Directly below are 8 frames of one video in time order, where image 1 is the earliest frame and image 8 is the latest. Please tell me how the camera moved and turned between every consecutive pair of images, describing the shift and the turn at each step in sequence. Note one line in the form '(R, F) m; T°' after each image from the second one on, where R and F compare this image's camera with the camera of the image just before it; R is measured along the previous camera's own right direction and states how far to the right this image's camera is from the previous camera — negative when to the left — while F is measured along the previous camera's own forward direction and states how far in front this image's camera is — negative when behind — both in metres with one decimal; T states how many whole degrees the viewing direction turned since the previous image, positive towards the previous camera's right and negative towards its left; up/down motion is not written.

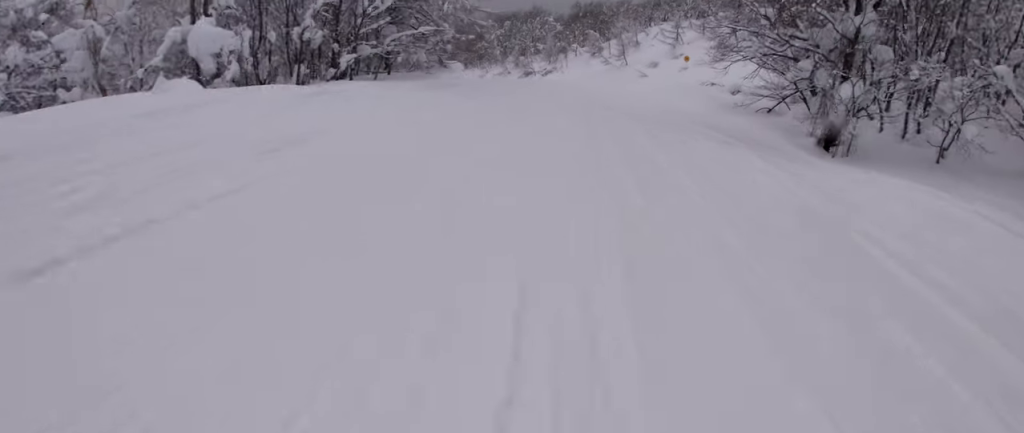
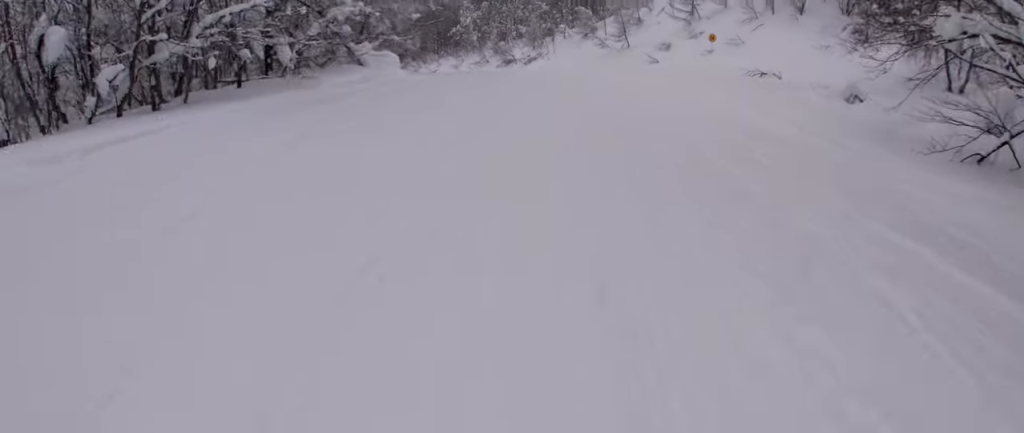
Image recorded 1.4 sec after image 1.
(+0.7, +12.7) m; +5°
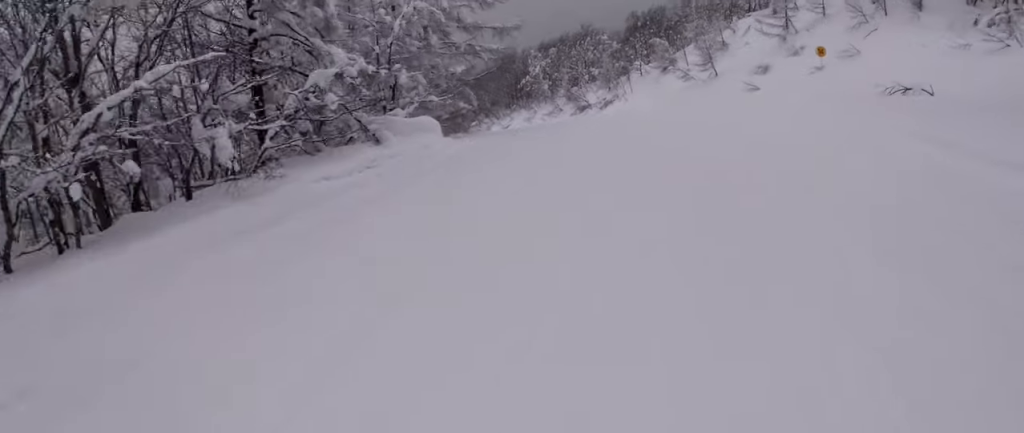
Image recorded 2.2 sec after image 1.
(+0.4, +6.5) m; -3°
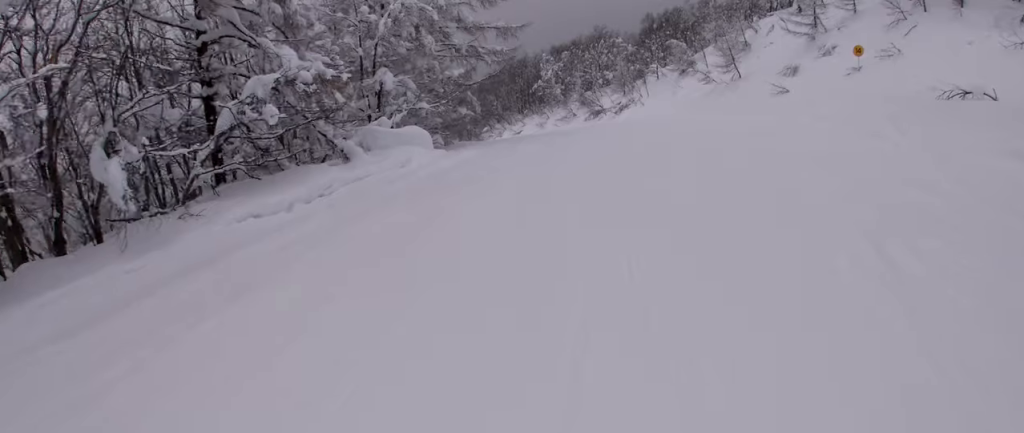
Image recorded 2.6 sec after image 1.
(-0.4, +2.9) m; -4°
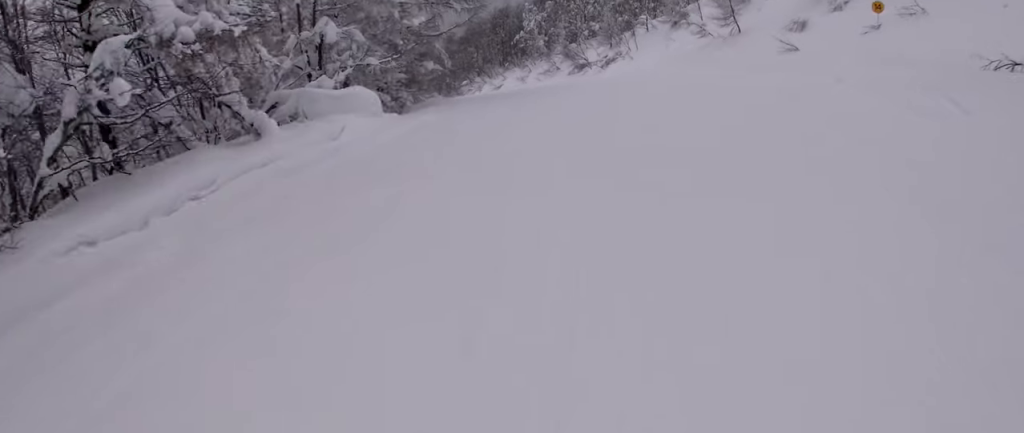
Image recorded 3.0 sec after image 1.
(-0.2, +3.2) m; -4°
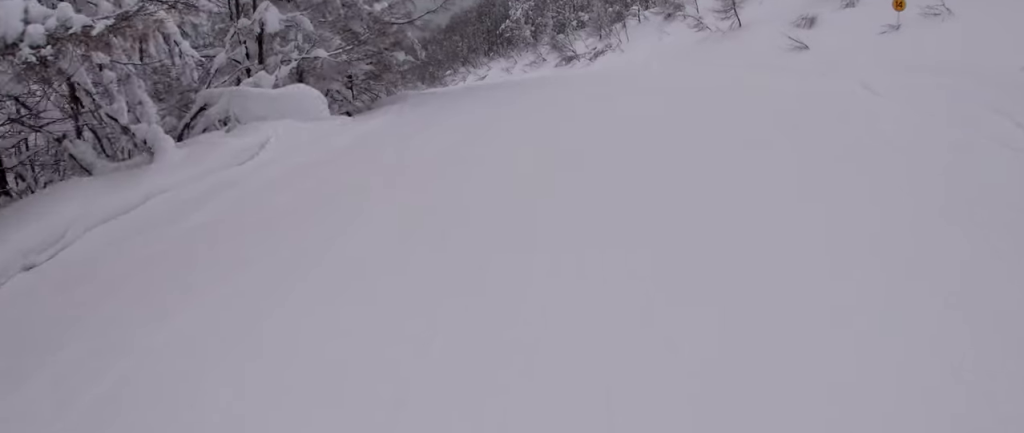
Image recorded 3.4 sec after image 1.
(-0.1, +2.7) m; -1°
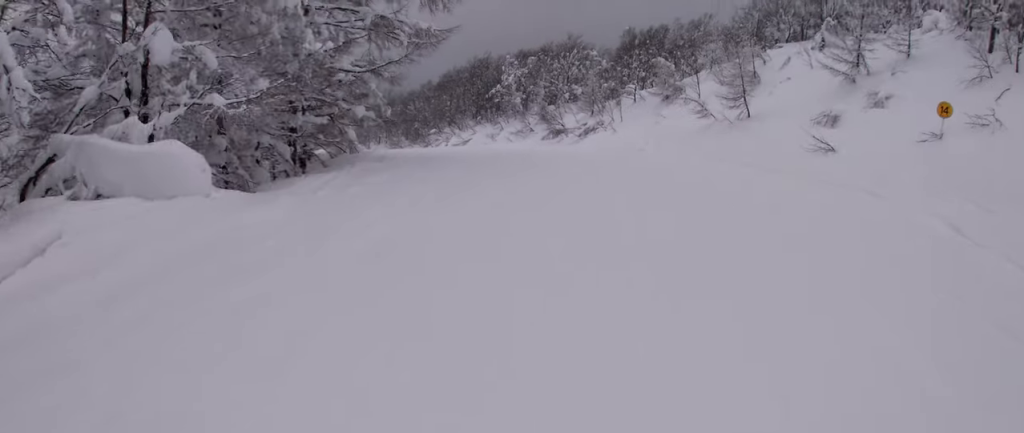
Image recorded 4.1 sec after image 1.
(-0.1, +4.7) m; -1°
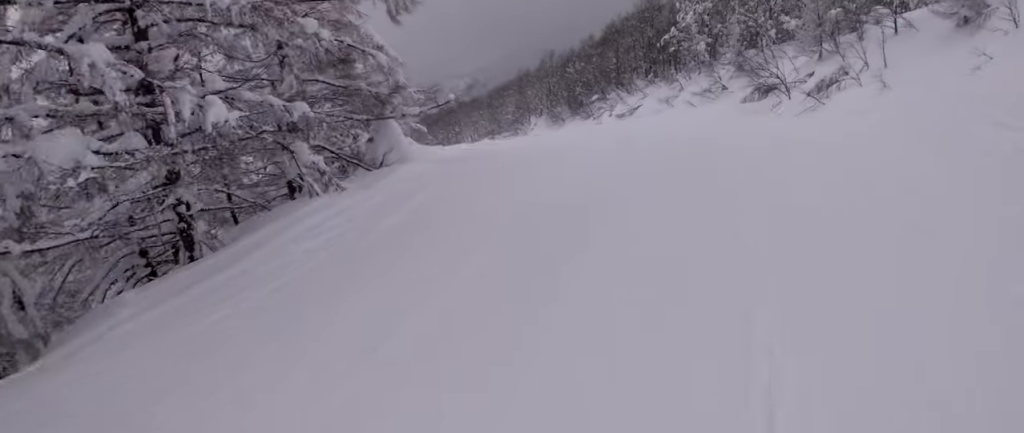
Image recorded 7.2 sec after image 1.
(-0.2, +19.0) m; -6°
